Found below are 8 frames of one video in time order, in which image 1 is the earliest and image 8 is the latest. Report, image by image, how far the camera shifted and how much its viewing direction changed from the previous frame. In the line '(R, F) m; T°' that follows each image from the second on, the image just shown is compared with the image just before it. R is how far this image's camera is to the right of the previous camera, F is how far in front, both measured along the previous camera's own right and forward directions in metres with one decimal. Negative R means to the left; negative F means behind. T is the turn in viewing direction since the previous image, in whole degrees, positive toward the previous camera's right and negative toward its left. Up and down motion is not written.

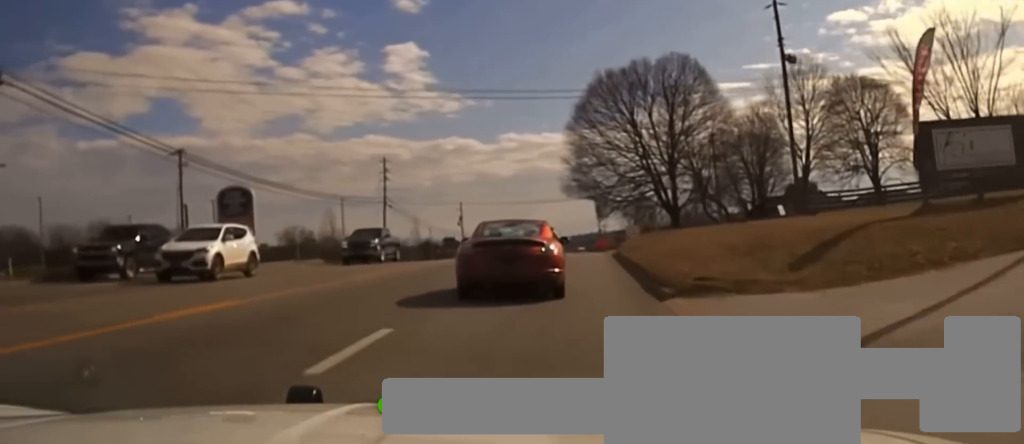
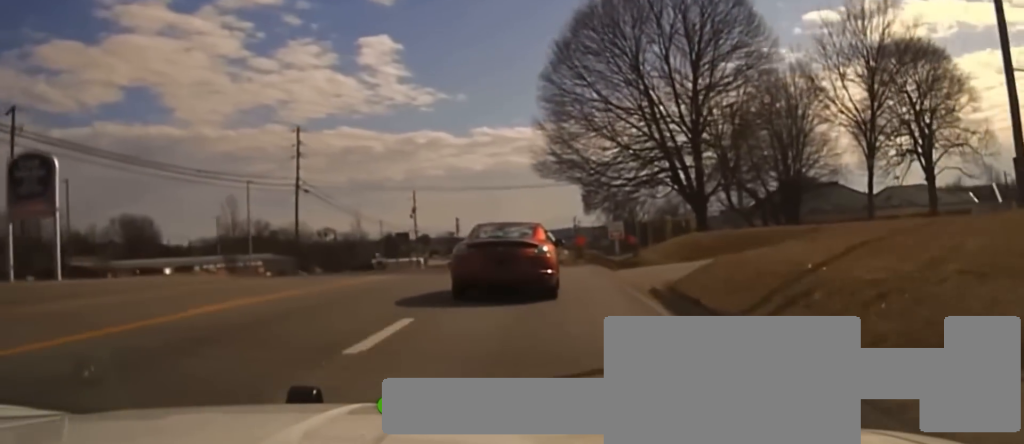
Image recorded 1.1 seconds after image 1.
(0.0, +23.6) m; +2°
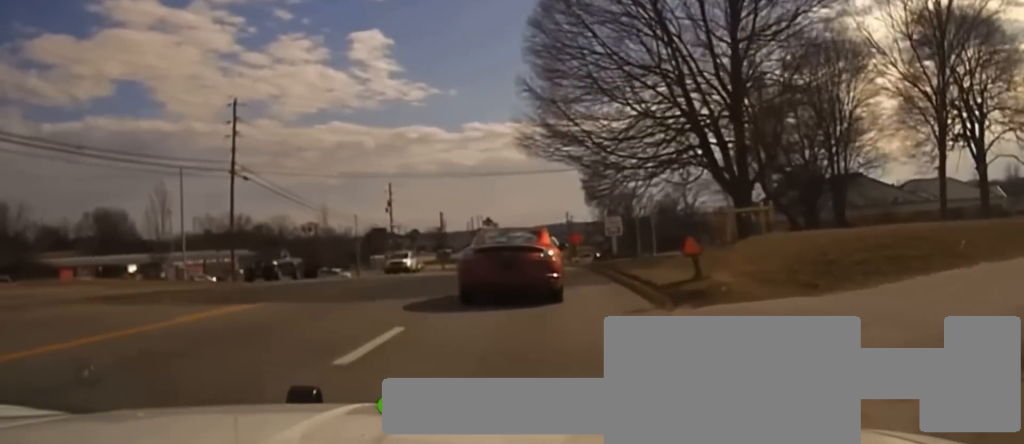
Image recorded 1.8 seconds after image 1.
(+0.4, +12.8) m; +1°
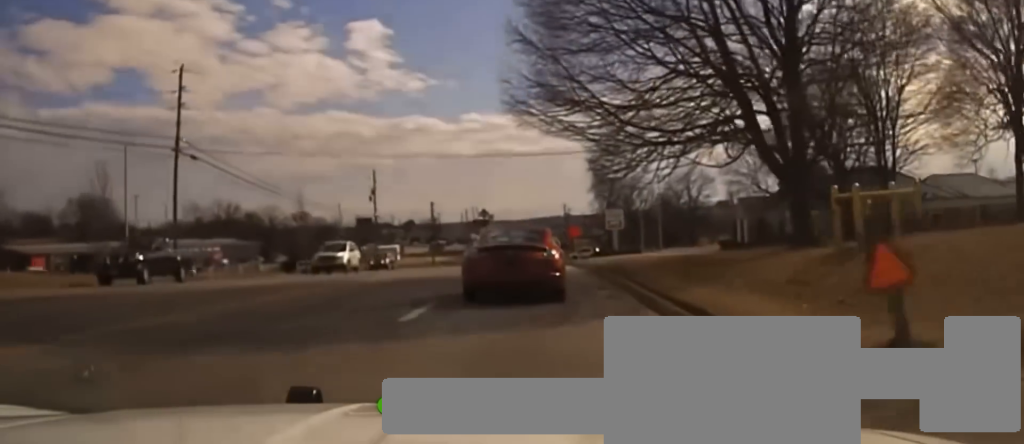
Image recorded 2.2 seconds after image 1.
(+0.1, +8.7) m; +1°
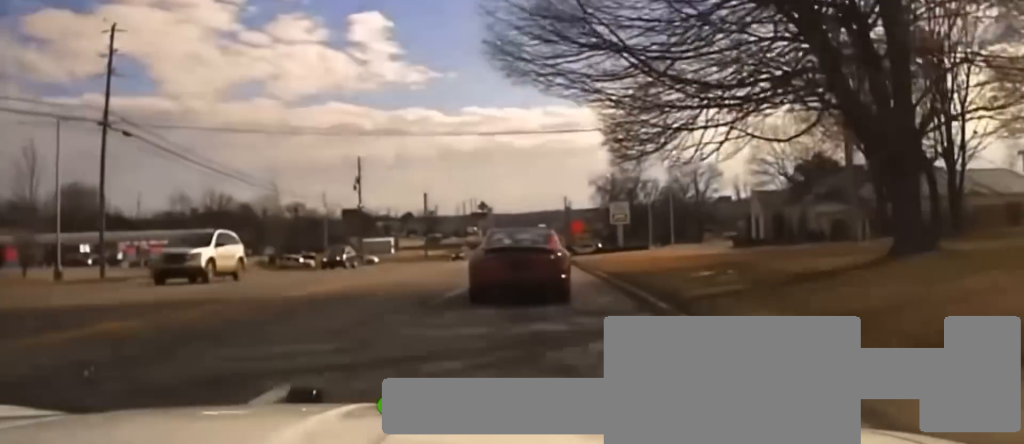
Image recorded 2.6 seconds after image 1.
(0.0, +8.4) m; 0°
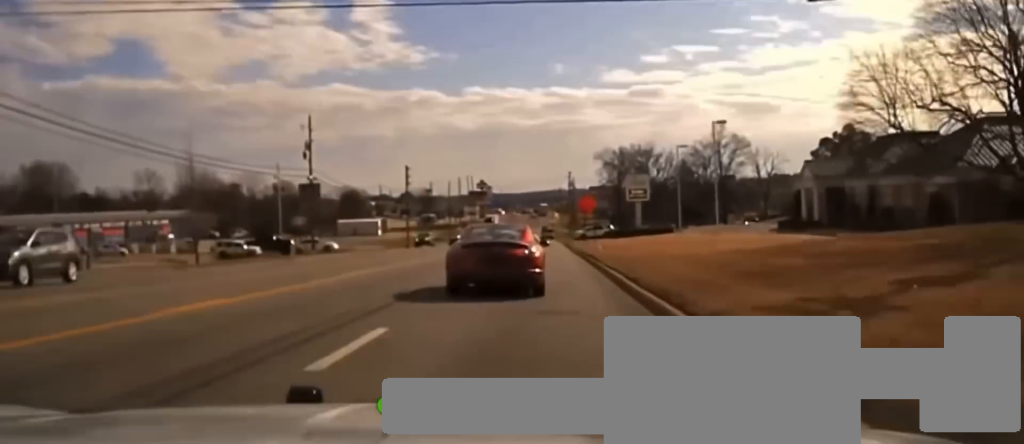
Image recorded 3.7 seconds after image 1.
(-0.2, +20.5) m; 0°
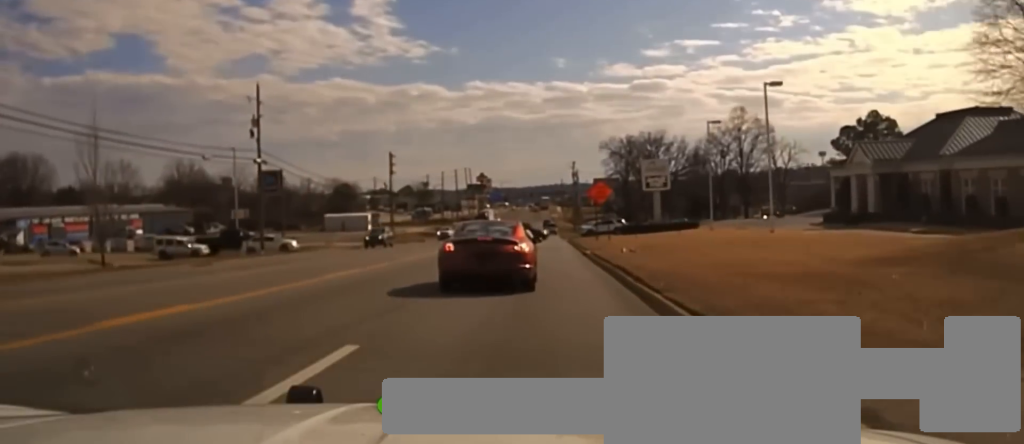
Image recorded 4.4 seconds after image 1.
(0.0, +13.8) m; 0°
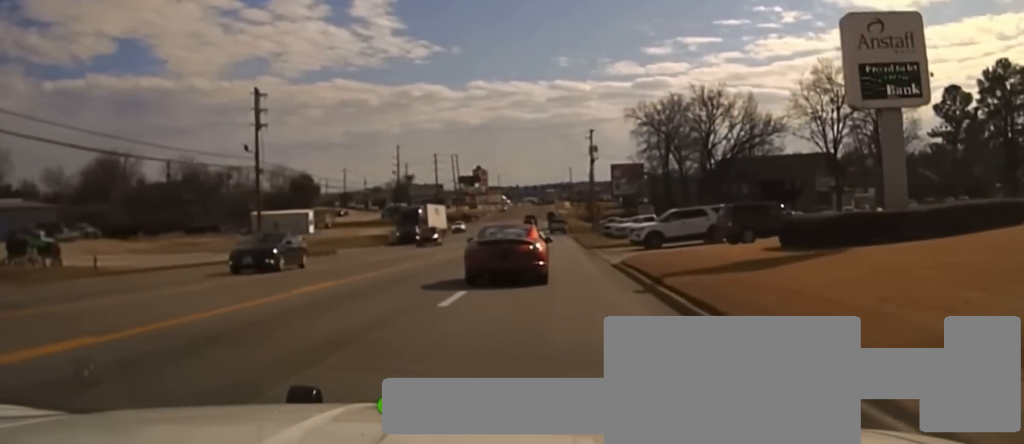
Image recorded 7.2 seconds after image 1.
(+0.1, +54.0) m; 0°
